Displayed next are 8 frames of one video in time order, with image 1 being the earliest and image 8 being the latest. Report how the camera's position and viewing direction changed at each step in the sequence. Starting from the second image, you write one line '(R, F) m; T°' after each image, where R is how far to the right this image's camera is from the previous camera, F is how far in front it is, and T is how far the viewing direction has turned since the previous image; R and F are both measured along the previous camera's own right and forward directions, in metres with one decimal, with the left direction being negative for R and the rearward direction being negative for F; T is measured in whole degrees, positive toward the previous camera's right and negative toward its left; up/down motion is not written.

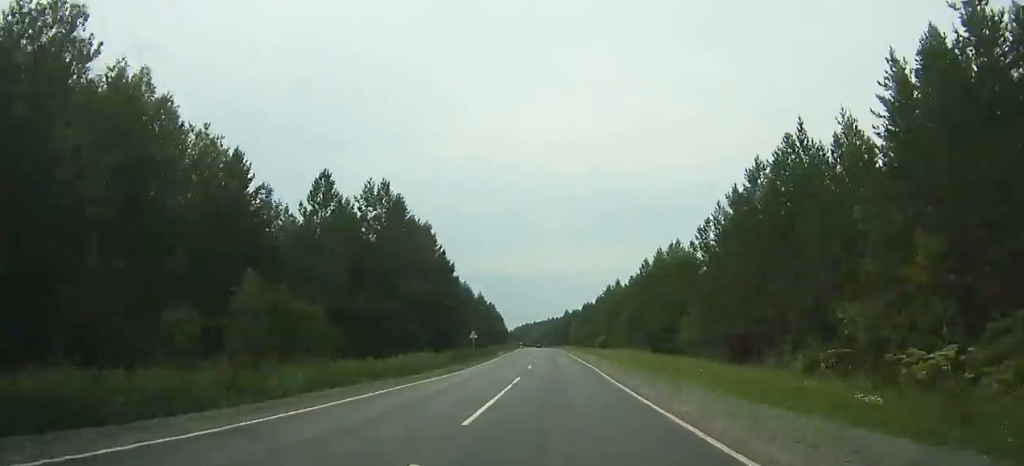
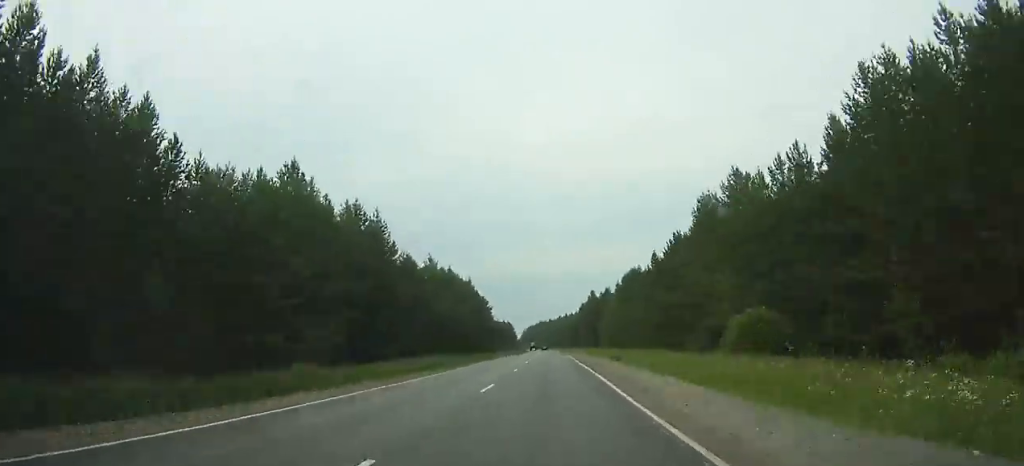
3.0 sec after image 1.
(-1.1, +88.6) m; -1°
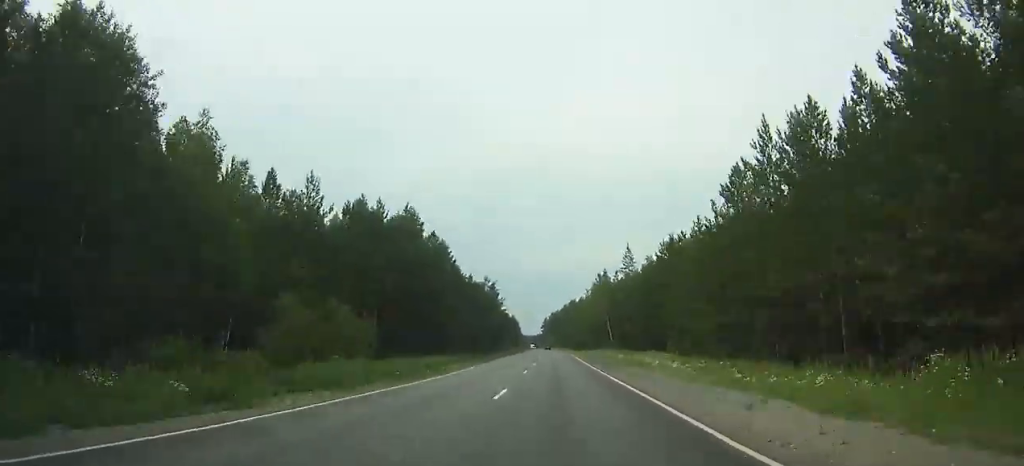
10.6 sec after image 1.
(-6.5, +233.7) m; -3°
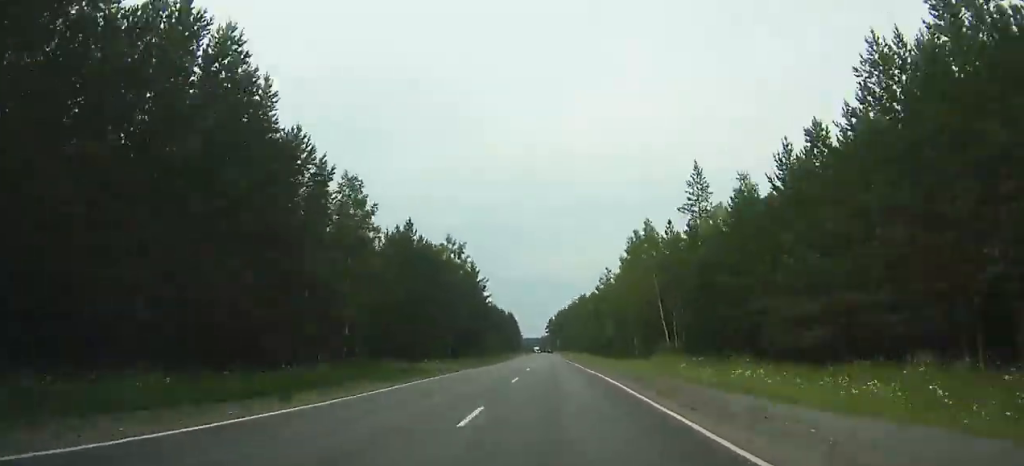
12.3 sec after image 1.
(-0.5, +50.6) m; 0°
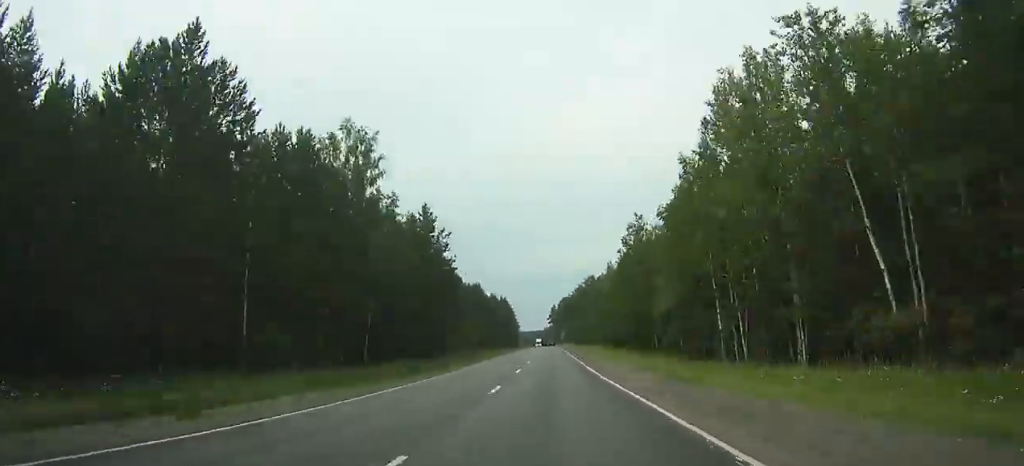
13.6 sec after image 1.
(-0.1, +38.7) m; 0°
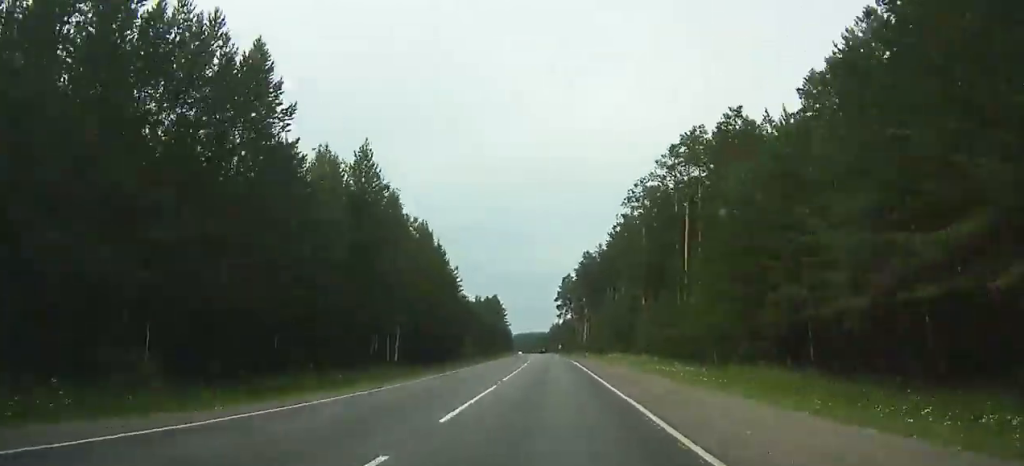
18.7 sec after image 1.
(-0.9, +153.5) m; -1°
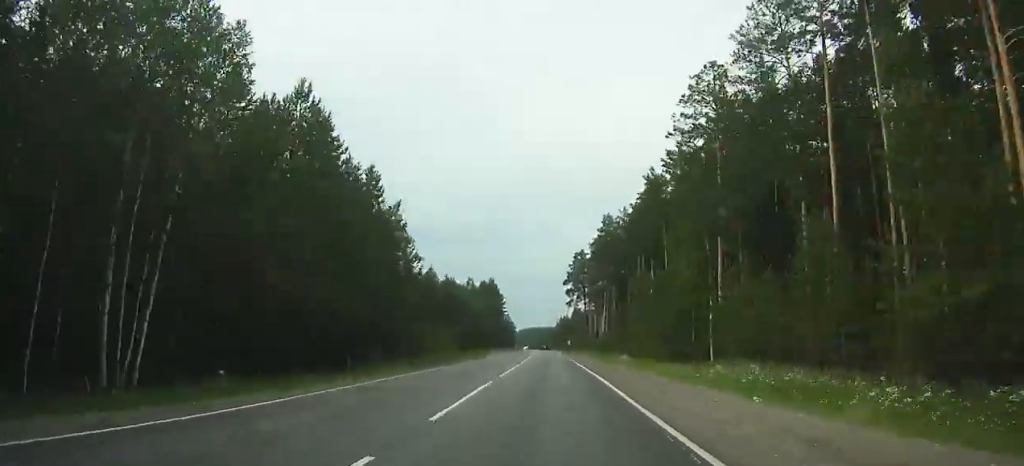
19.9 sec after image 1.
(+0.1, +37.1) m; 0°
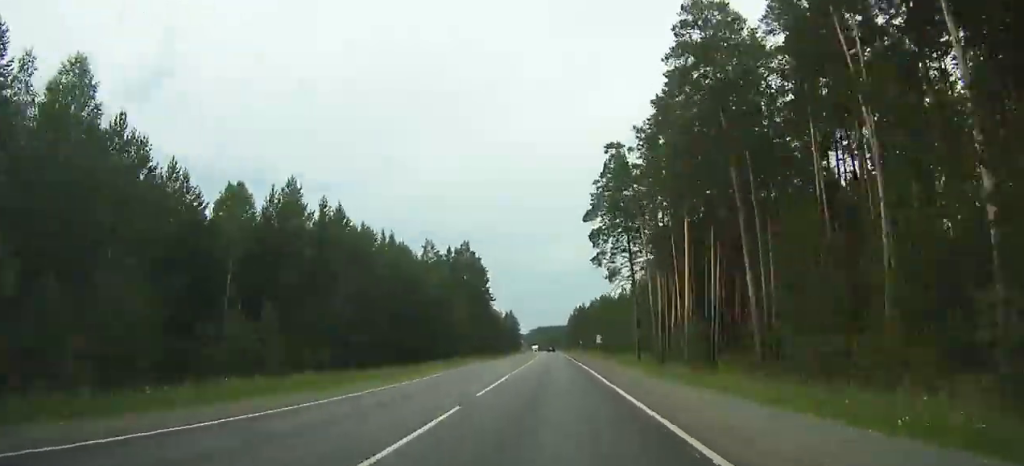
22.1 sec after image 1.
(-1.1, +67.8) m; -1°
